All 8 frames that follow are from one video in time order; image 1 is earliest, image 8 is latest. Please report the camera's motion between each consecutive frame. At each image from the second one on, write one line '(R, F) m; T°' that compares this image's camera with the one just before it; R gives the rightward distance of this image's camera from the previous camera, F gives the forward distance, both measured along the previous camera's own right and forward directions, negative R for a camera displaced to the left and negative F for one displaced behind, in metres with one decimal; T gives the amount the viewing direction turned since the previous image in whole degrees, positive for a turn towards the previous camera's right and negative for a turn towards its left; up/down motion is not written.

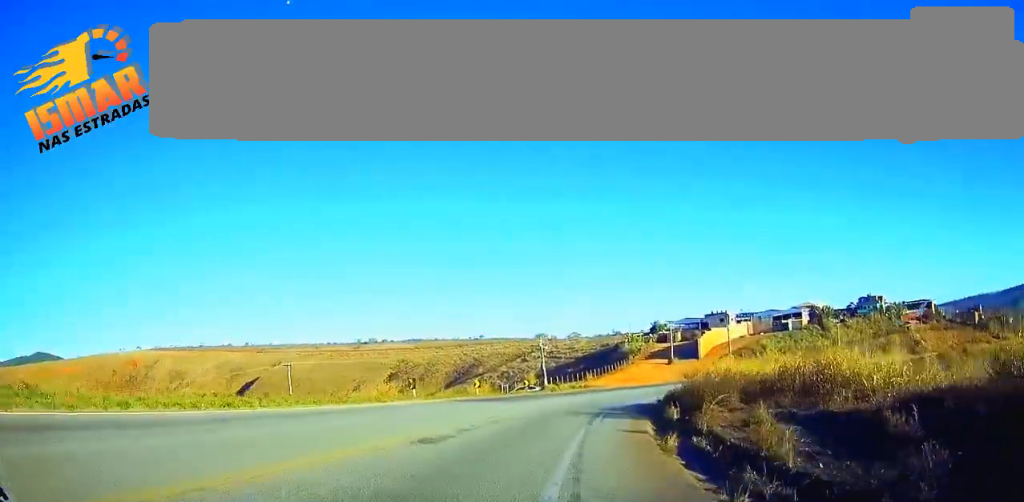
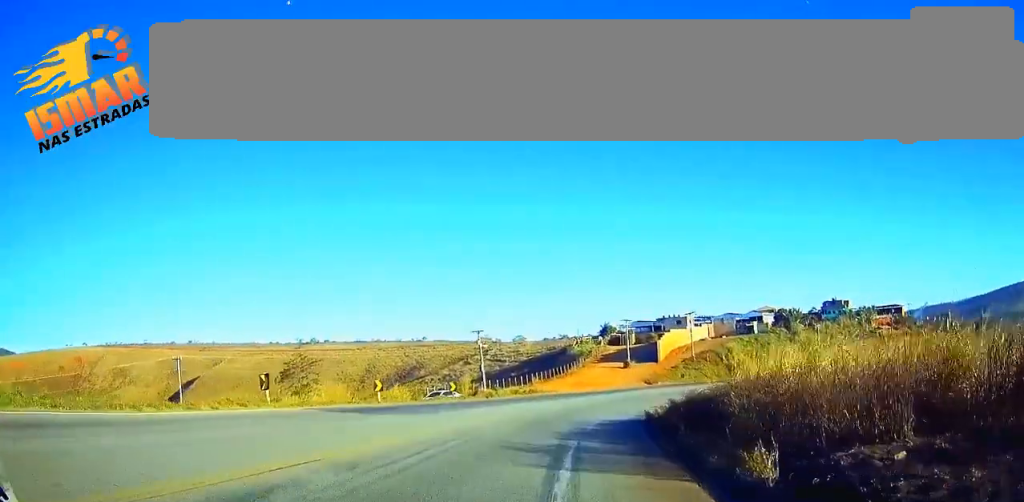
(+0.4, +14.0) m; +5°
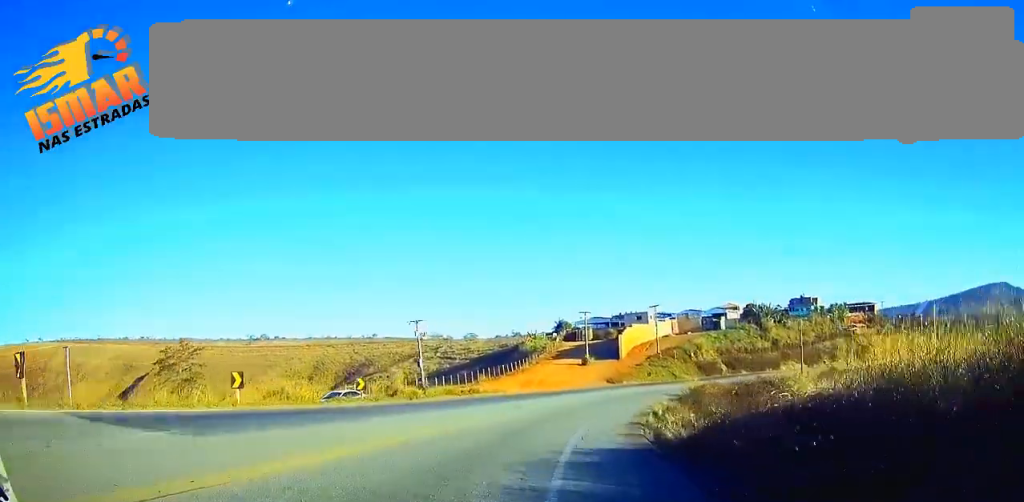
(+0.5, +11.8) m; +5°
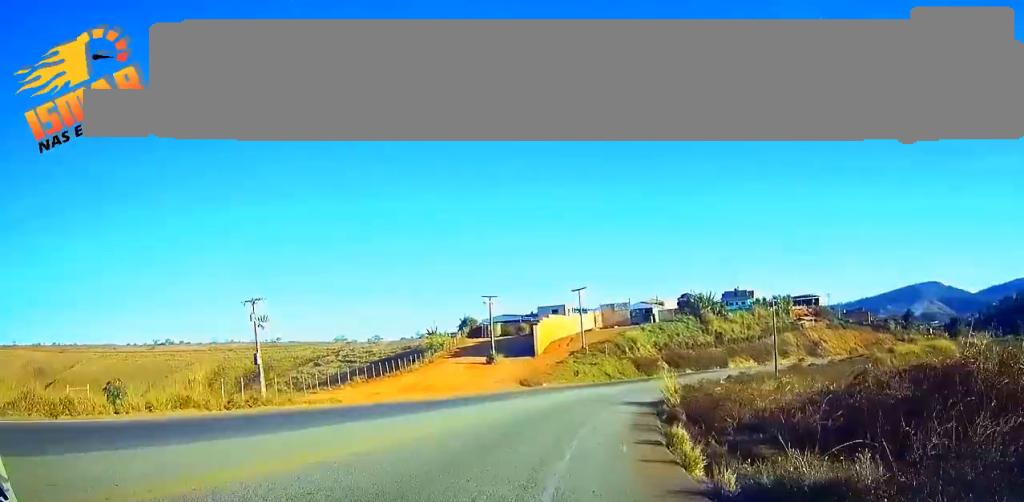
(+1.8, +23.7) m; +9°
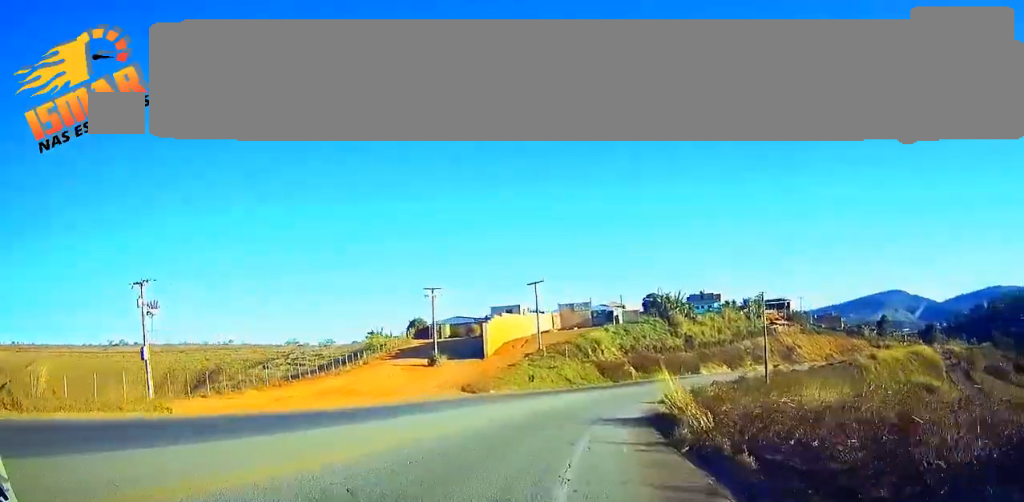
(+0.7, +11.5) m; +4°
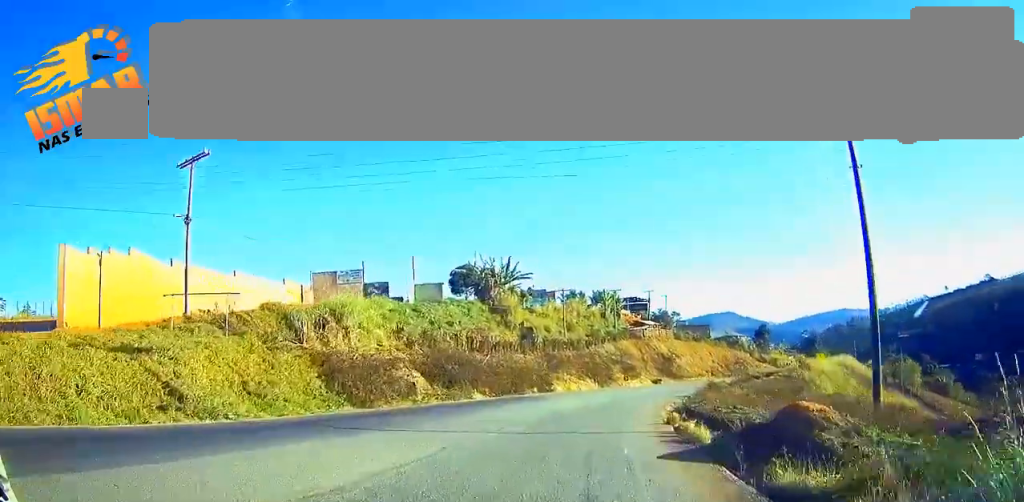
(+8.9, +49.7) m; +18°
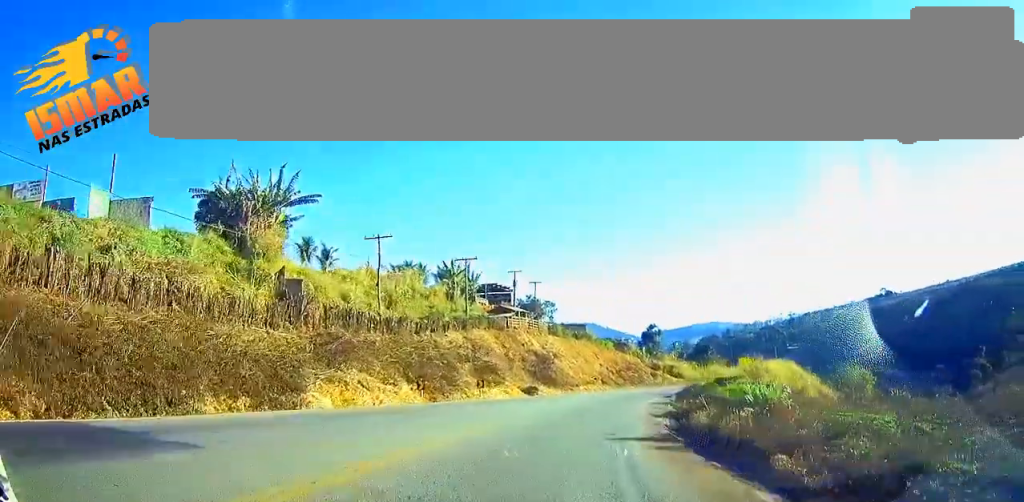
(+5.2, +36.4) m; +19°
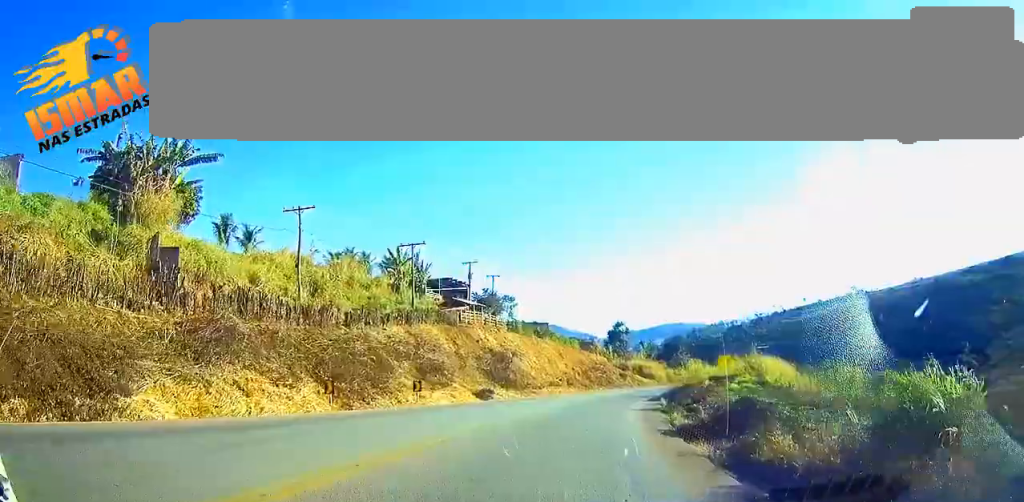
(+1.0, +10.2) m; +5°
